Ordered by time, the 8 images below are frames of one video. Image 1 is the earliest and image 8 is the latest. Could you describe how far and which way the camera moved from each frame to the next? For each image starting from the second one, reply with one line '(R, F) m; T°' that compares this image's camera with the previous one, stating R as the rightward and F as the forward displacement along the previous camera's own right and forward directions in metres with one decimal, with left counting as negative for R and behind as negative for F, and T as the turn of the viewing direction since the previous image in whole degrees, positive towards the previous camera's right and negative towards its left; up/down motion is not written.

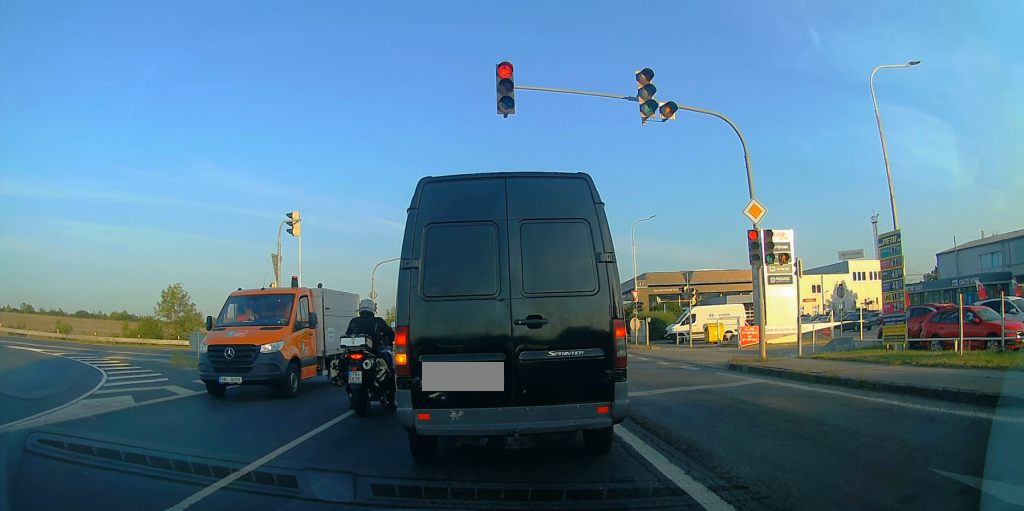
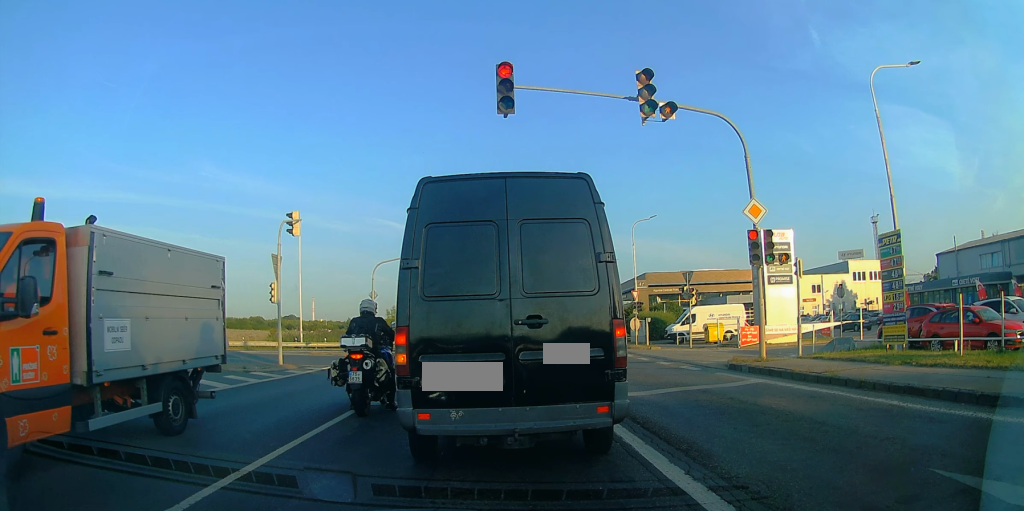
(0.0, 0.0) m; 0°
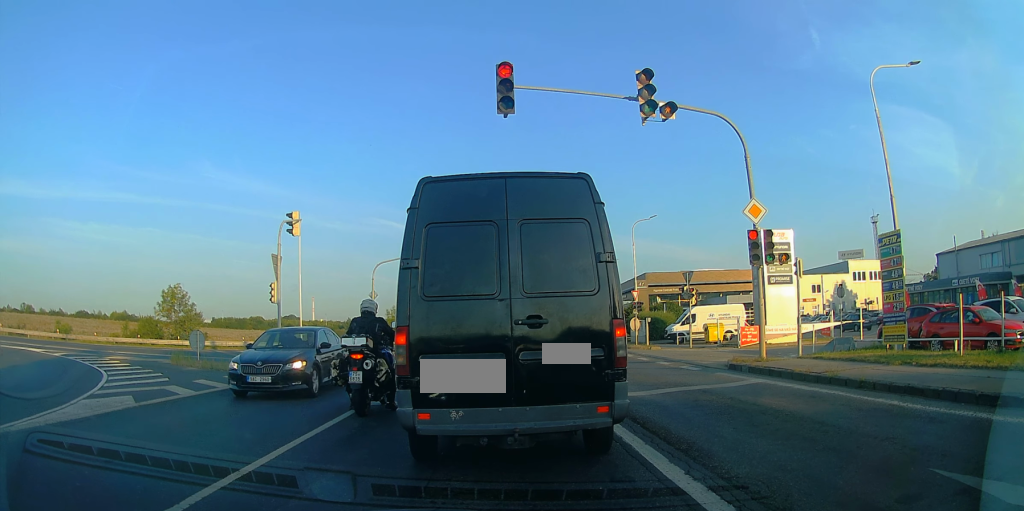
(0.0, 0.0) m; 0°
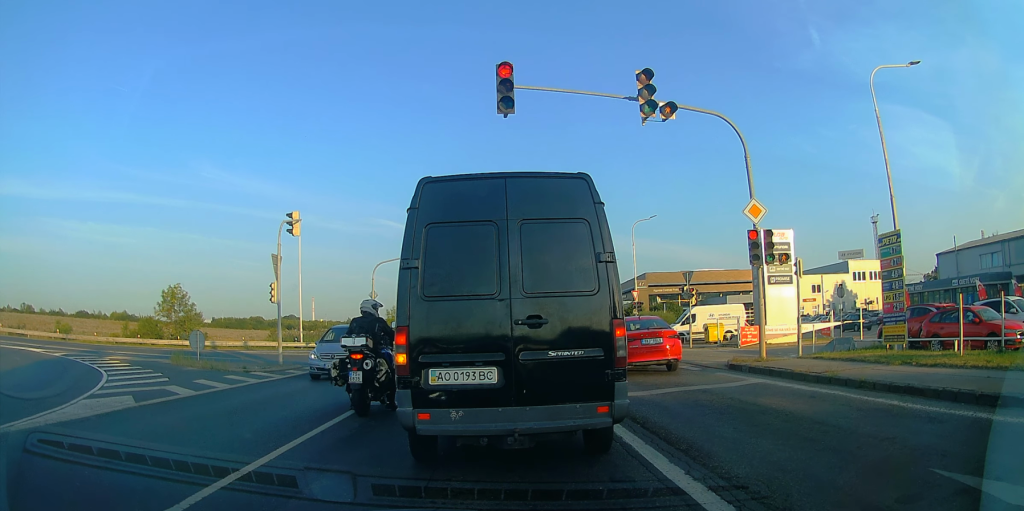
(0.0, 0.0) m; 0°
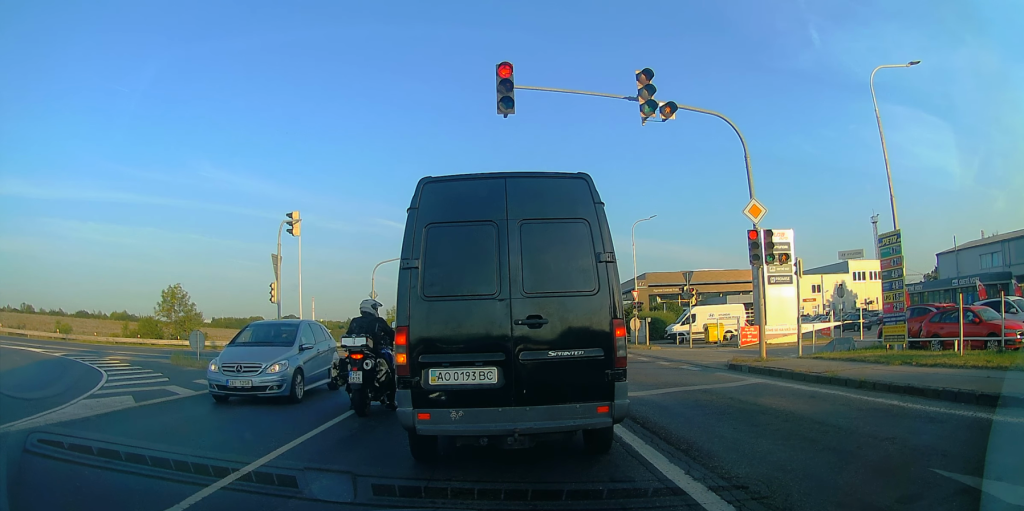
(0.0, 0.0) m; 0°
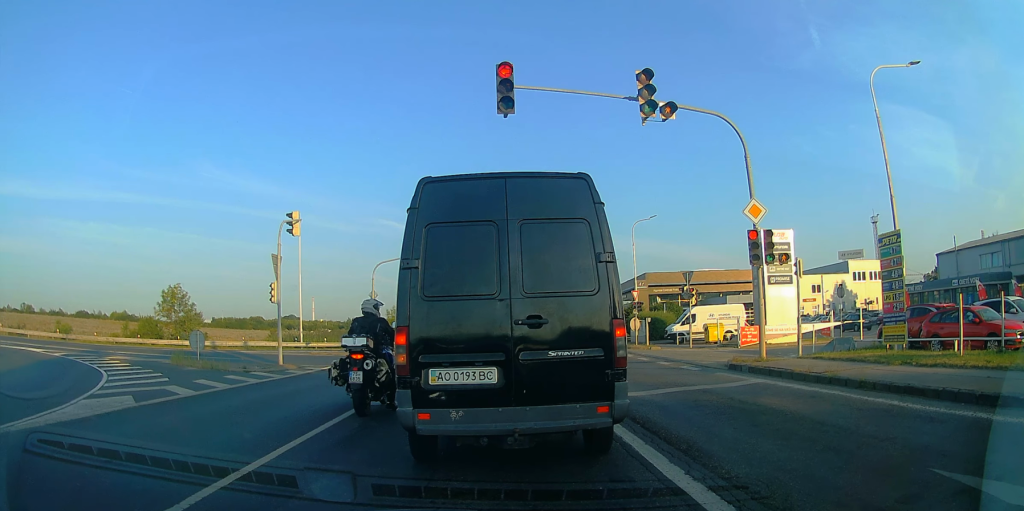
(0.0, 0.0) m; 0°
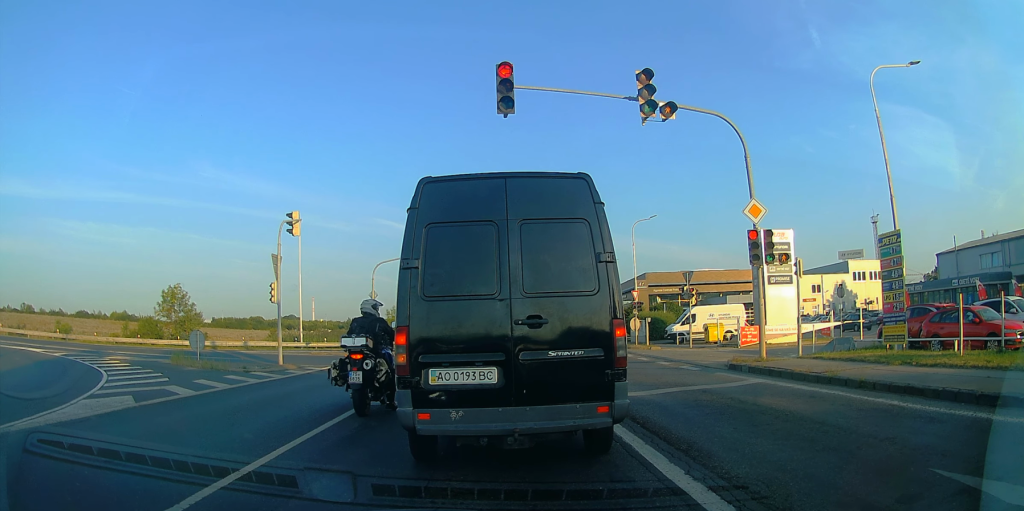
(0.0, 0.0) m; 0°
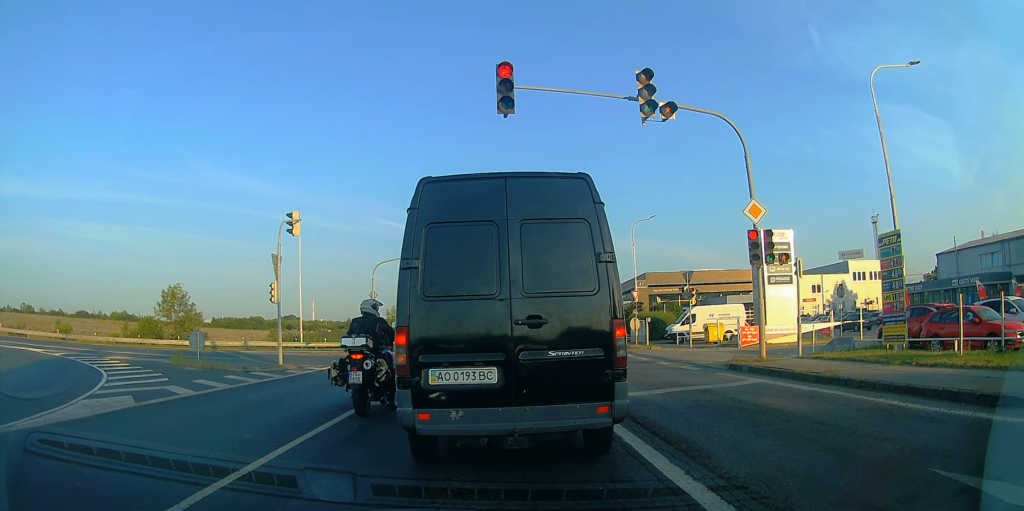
(0.0, 0.0) m; 0°
